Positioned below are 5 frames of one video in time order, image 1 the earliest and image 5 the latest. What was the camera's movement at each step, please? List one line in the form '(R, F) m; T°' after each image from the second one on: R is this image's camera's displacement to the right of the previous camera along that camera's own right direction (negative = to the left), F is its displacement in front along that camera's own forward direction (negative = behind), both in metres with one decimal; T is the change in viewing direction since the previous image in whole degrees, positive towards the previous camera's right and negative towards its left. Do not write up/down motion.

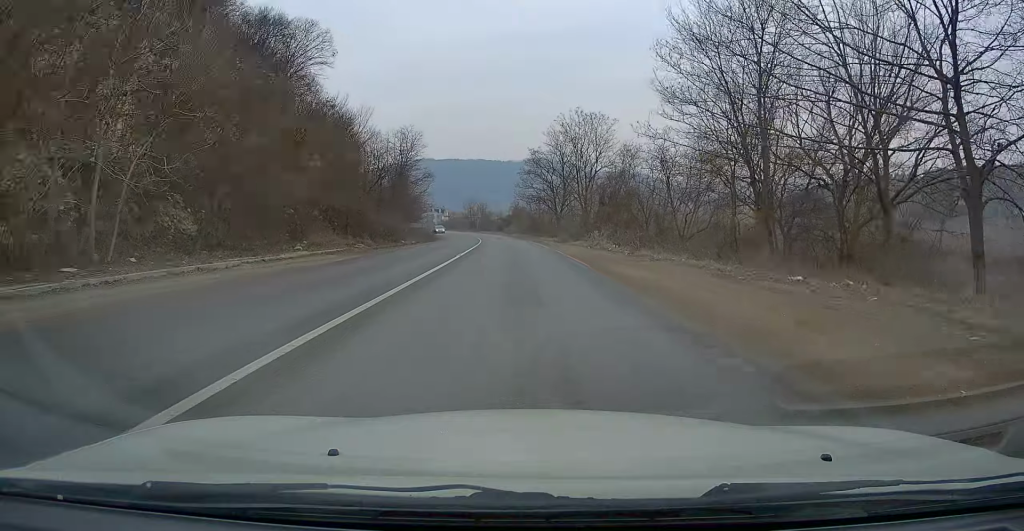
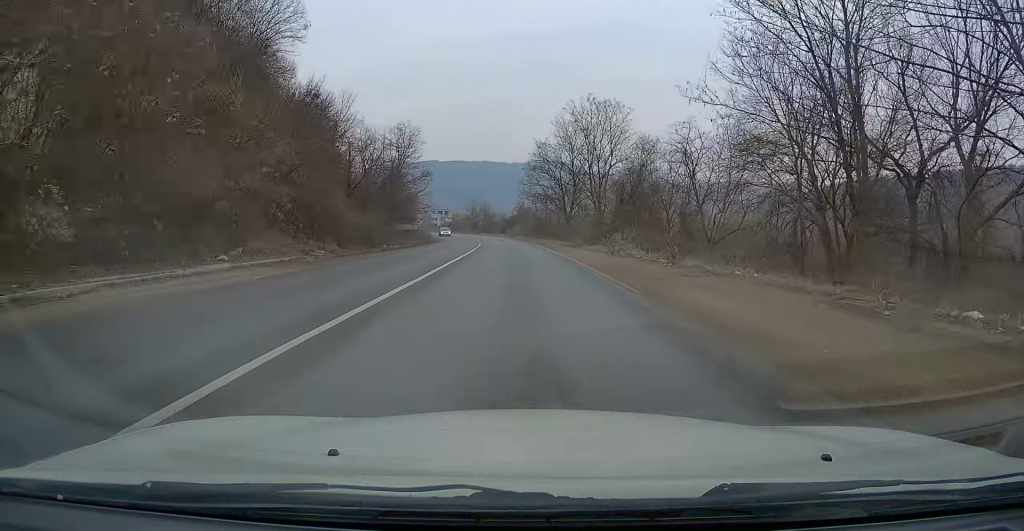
(0.0, +7.3) m; 0°
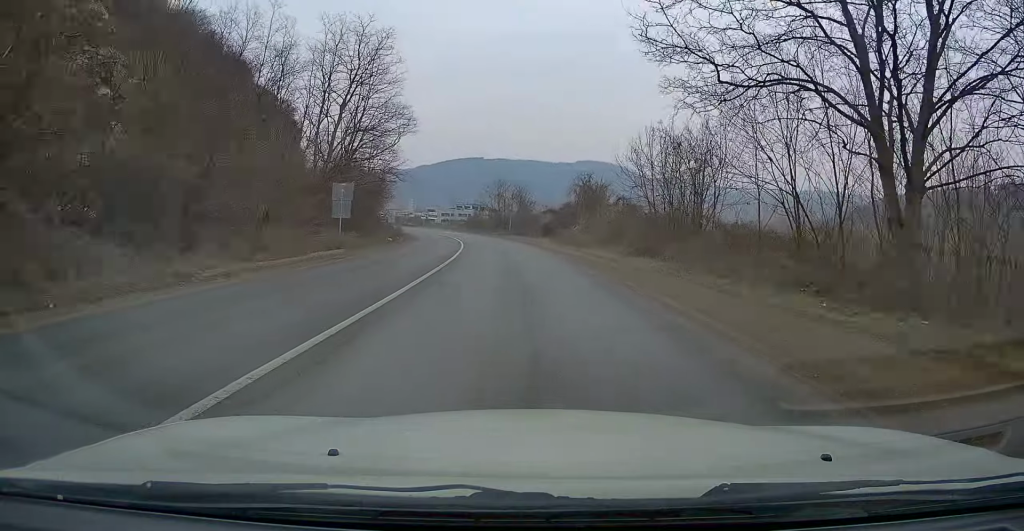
(-2.0, +52.6) m; -4°
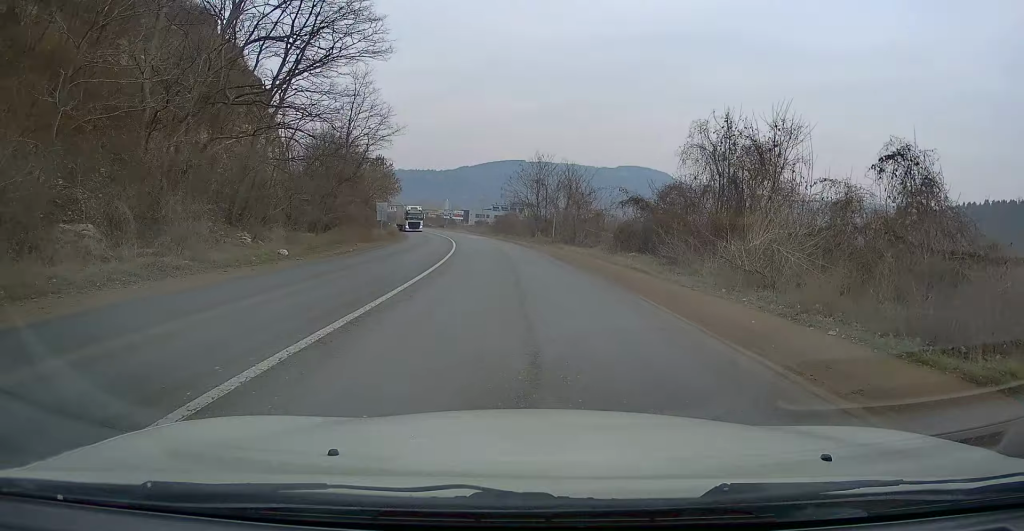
(-0.5, +27.7) m; -3°
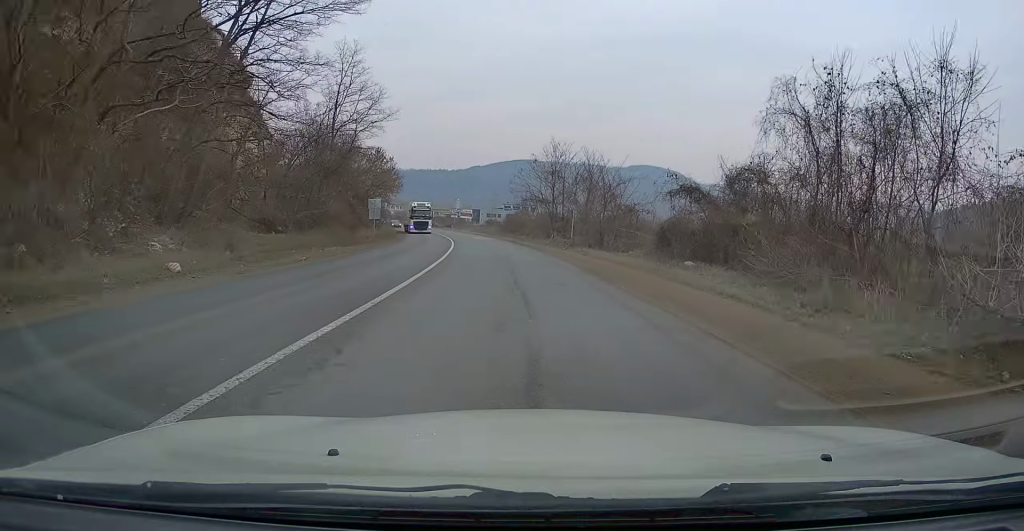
(0.0, +7.8) m; -1°
